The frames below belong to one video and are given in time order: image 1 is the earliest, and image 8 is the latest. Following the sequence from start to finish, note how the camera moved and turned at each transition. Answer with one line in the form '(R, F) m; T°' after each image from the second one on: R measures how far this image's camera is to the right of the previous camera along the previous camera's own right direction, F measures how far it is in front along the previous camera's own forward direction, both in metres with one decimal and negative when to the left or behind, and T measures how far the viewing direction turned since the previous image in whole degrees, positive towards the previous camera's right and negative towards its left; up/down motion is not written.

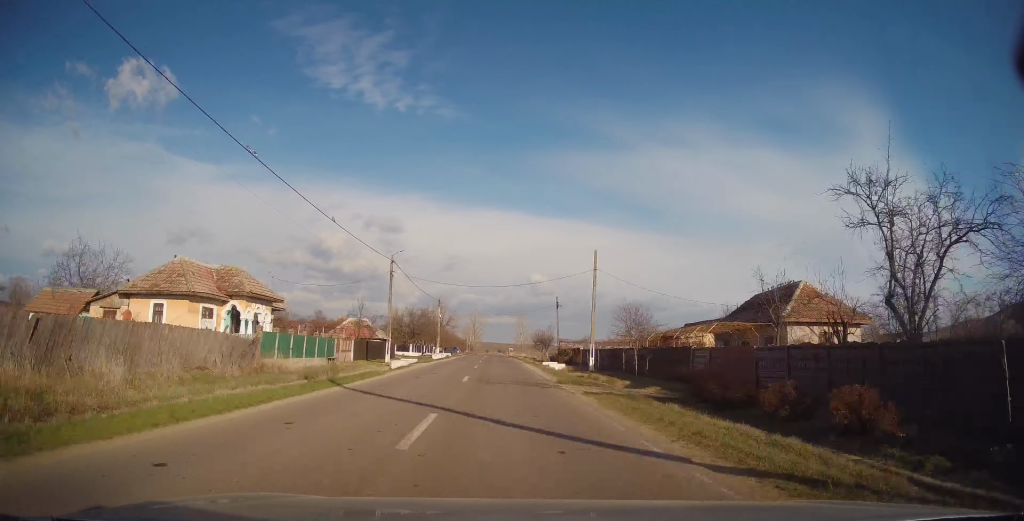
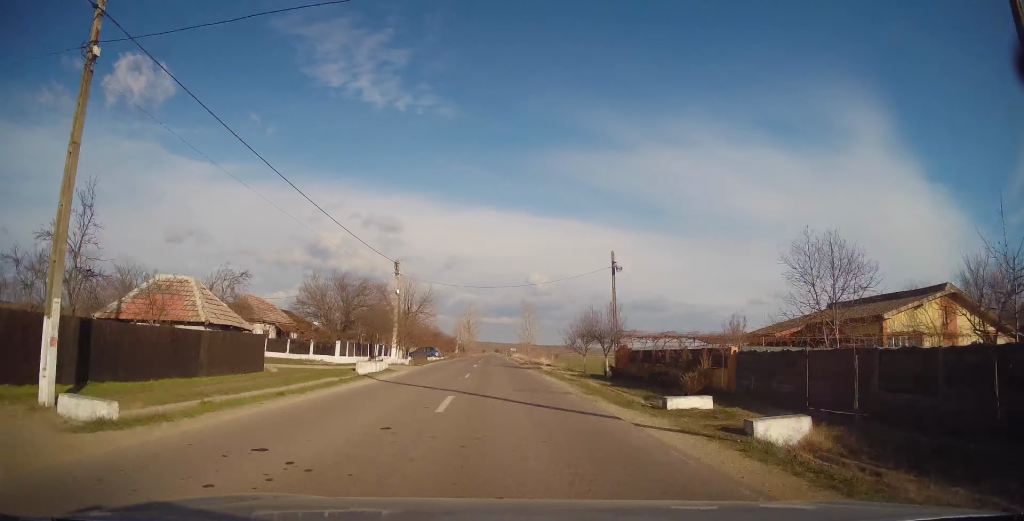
(+0.3, +32.4) m; +1°
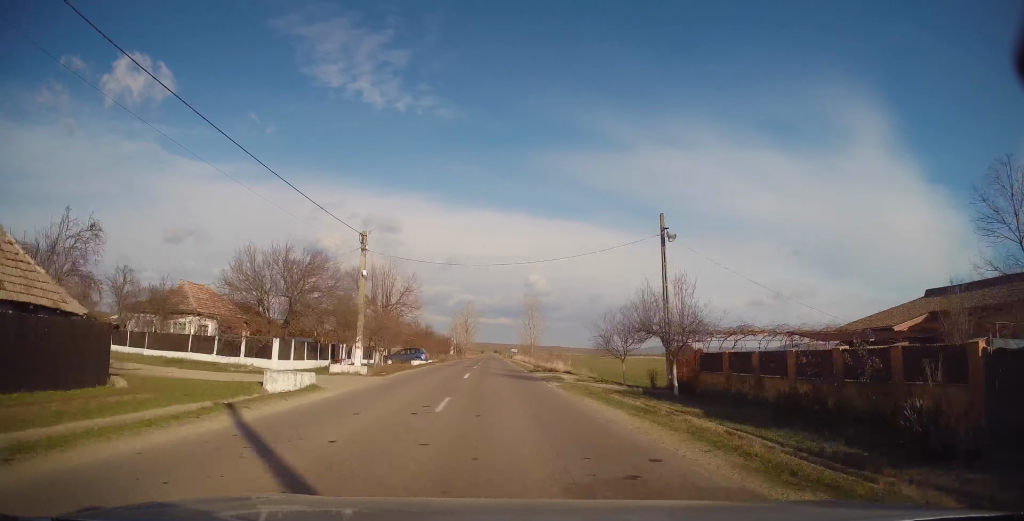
(0.0, +10.7) m; 0°
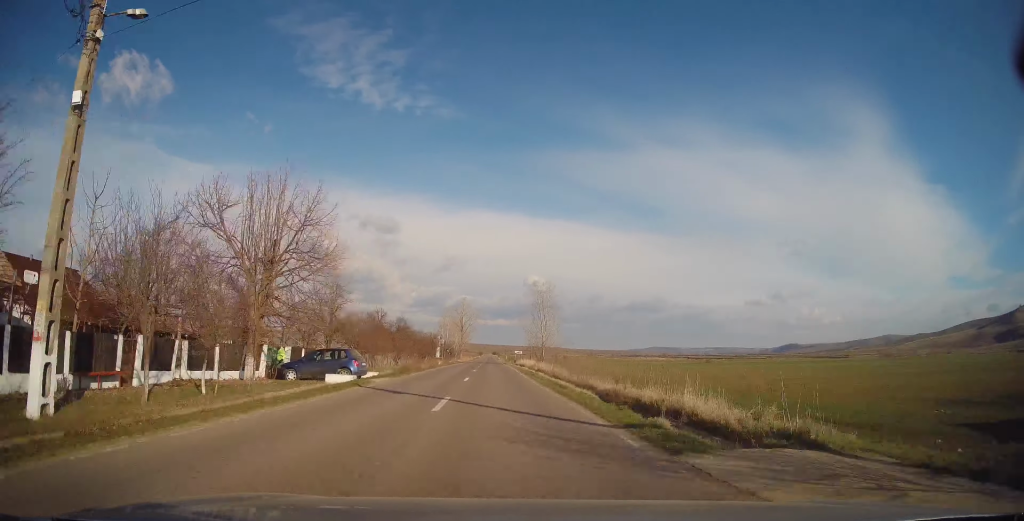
(-0.3, +23.5) m; 0°
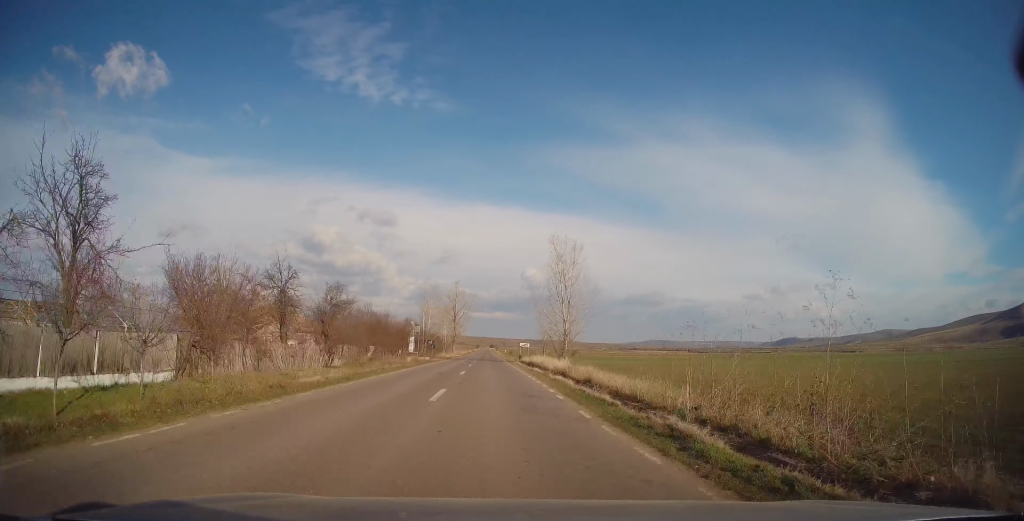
(+0.4, +23.2) m; +1°
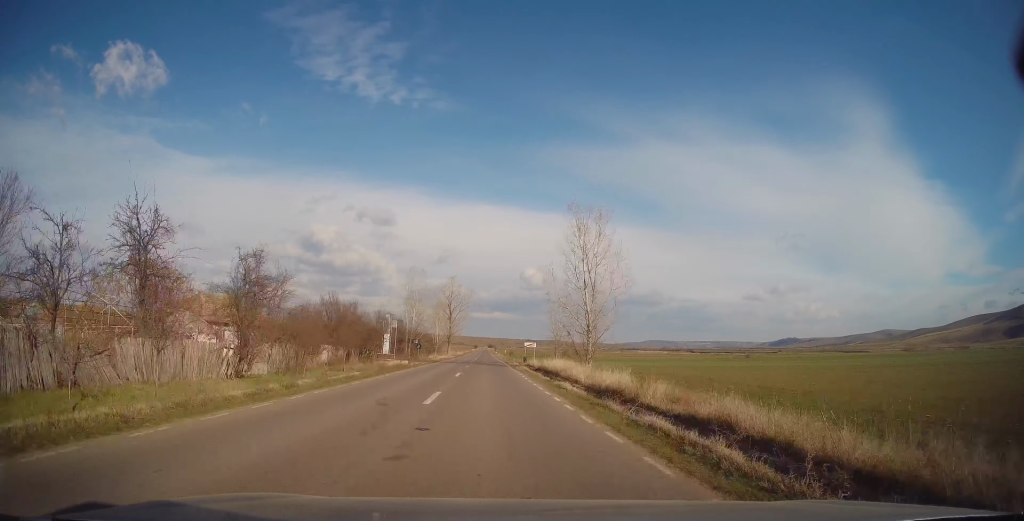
(0.0, +12.0) m; 0°
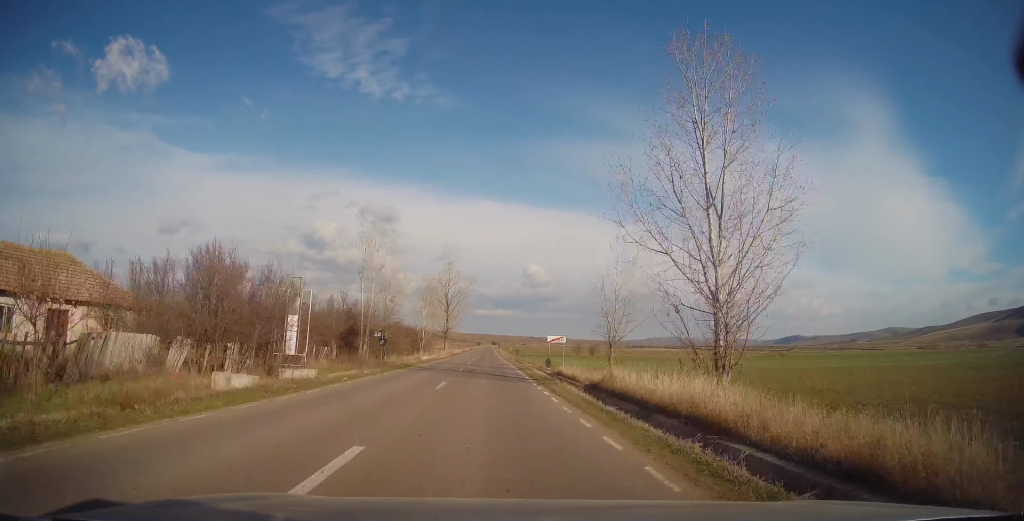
(-0.2, +20.5) m; 0°
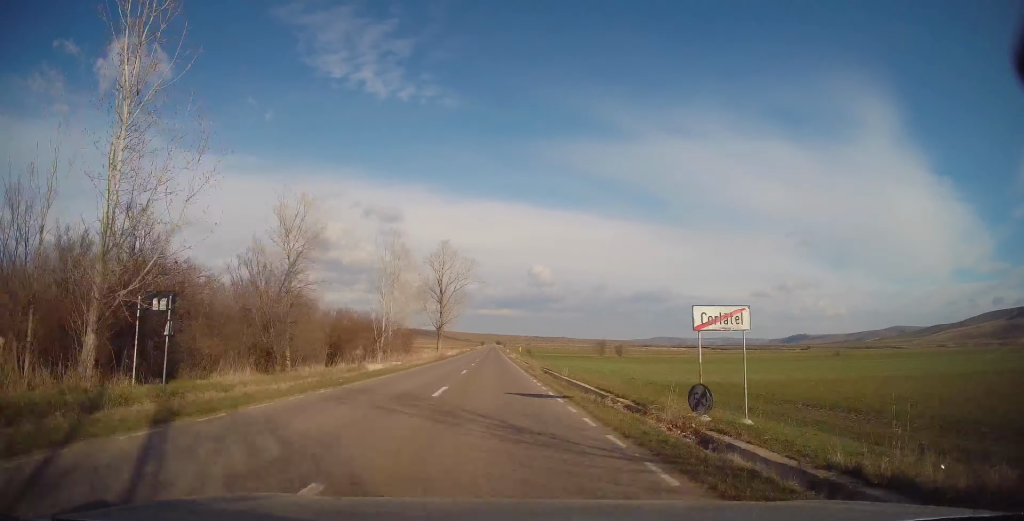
(+0.2, +25.7) m; 0°
